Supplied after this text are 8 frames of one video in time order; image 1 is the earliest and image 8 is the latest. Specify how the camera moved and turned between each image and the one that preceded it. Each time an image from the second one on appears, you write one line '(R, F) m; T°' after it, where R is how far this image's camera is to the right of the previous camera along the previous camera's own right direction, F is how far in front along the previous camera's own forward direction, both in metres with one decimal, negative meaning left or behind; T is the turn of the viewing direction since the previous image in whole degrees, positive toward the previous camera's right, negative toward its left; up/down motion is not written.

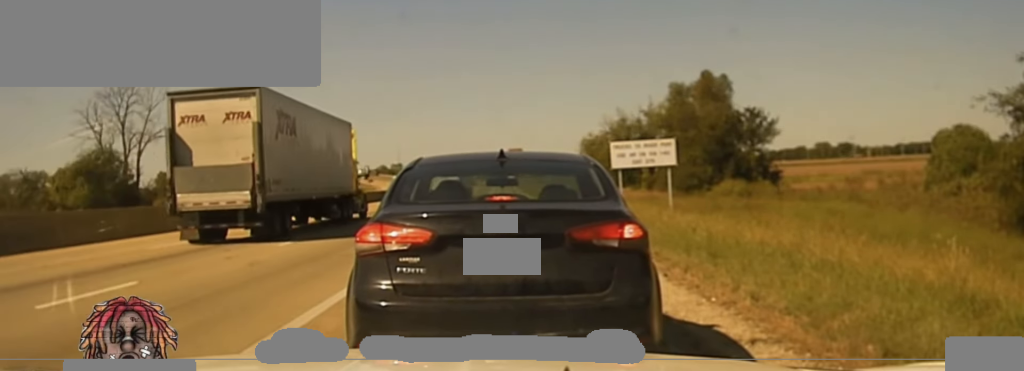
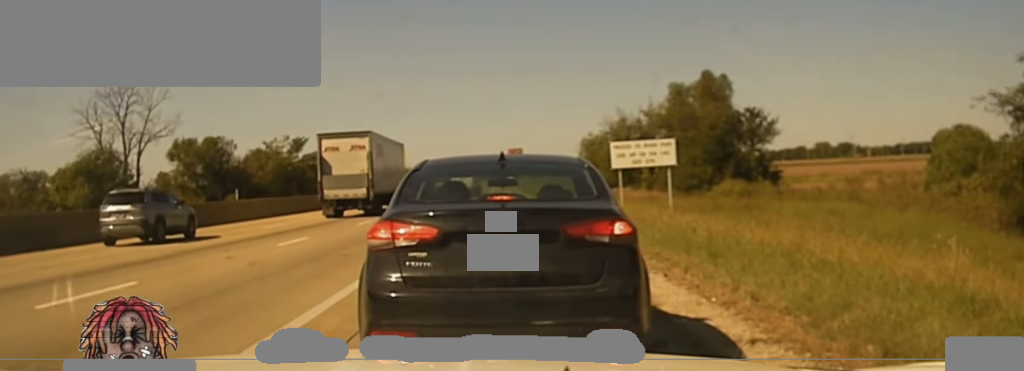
(0.0, 0.0) m; 0°
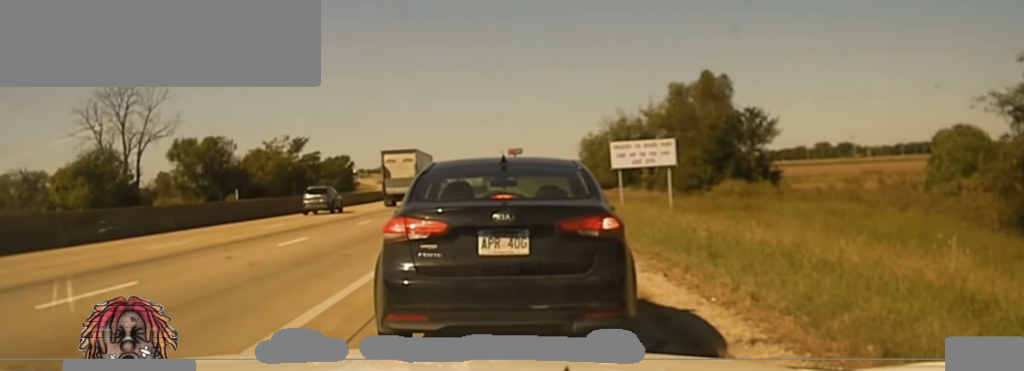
(-0.1, +0.3) m; 0°
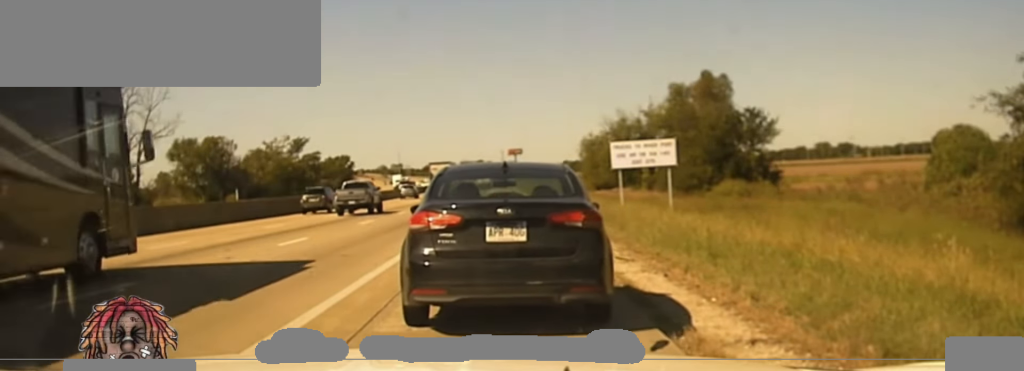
(-0.1, +0.6) m; 0°
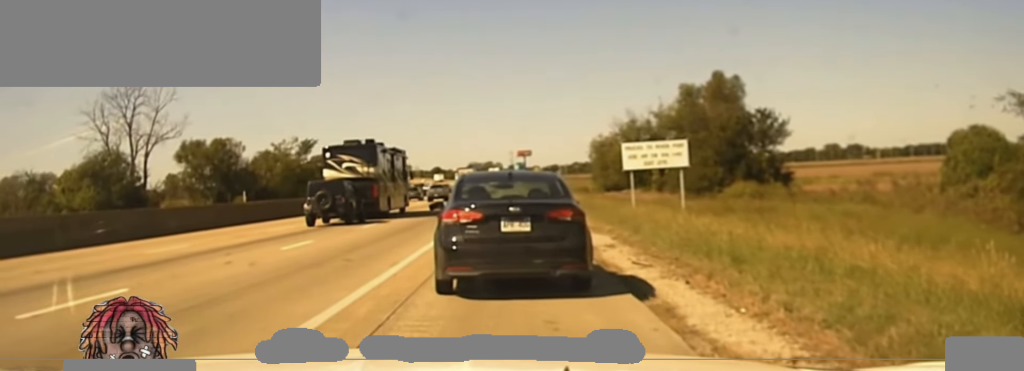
(-0.1, +0.7) m; 0°
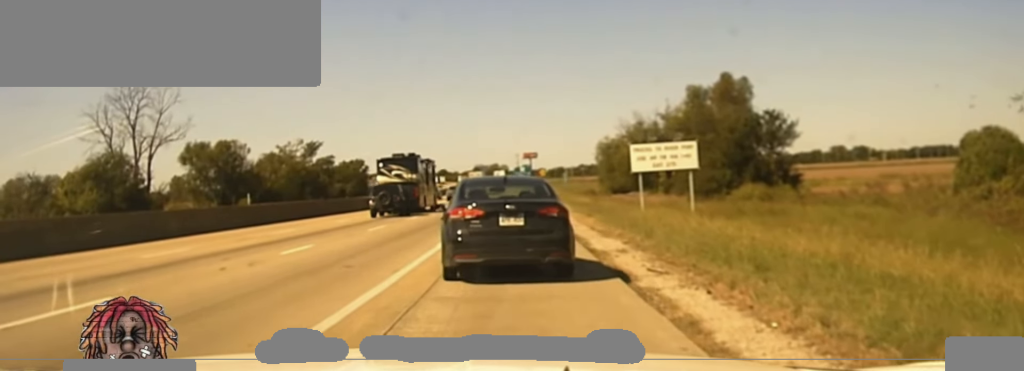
(0.0, +0.4) m; 0°
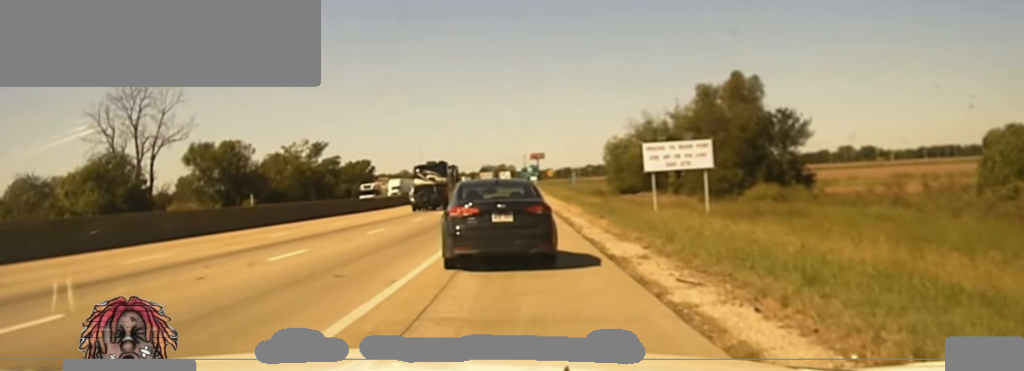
(0.0, +1.9) m; -1°
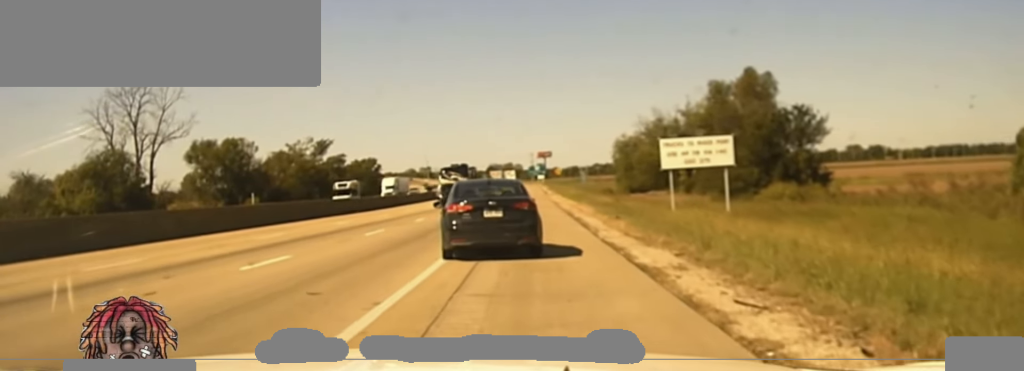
(0.0, +2.6) m; -1°
